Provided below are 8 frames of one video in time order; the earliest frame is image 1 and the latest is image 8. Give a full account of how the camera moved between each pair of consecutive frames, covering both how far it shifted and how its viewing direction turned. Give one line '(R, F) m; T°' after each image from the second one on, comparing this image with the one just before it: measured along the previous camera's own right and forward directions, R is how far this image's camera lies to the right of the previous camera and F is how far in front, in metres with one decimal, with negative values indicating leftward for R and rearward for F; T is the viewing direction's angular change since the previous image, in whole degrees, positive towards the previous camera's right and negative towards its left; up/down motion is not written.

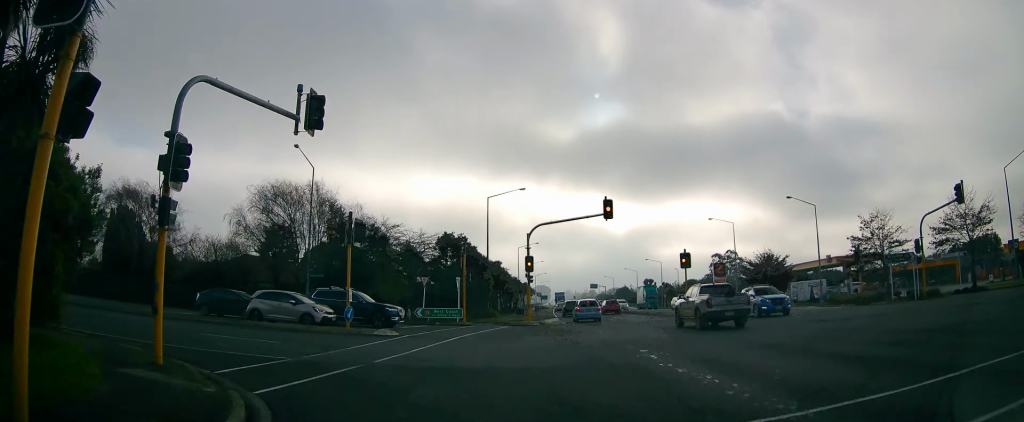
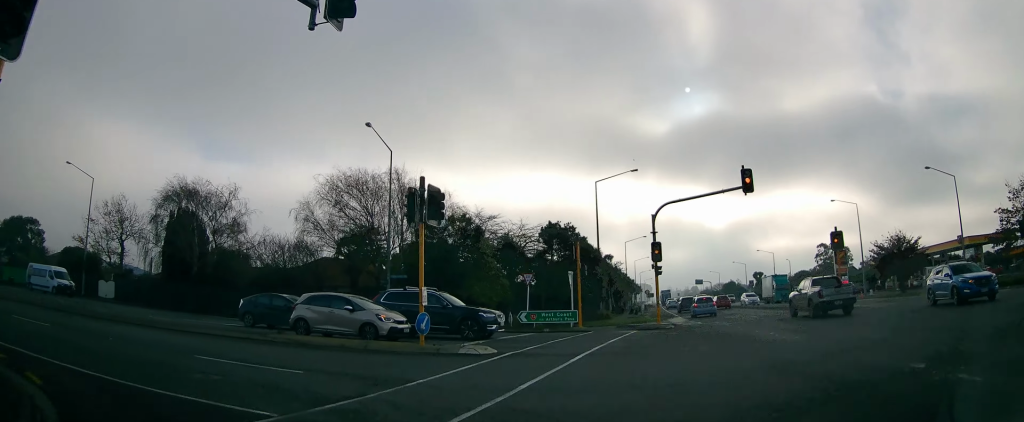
(-0.8, +6.8) m; -7°
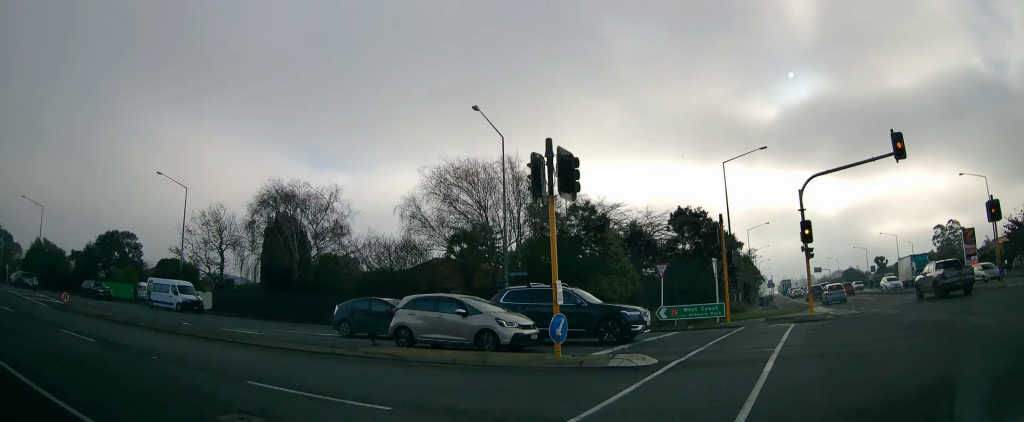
(-0.1, +4.0) m; -10°
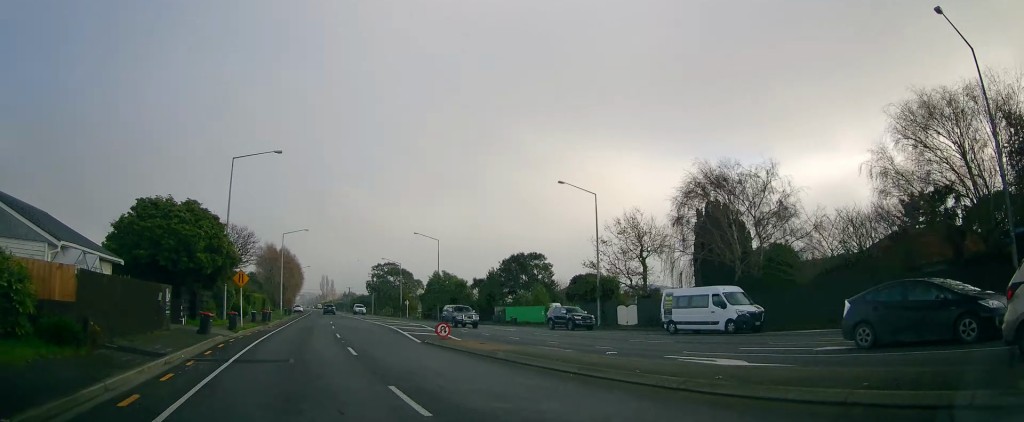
(-2.3, +8.0) m; -37°
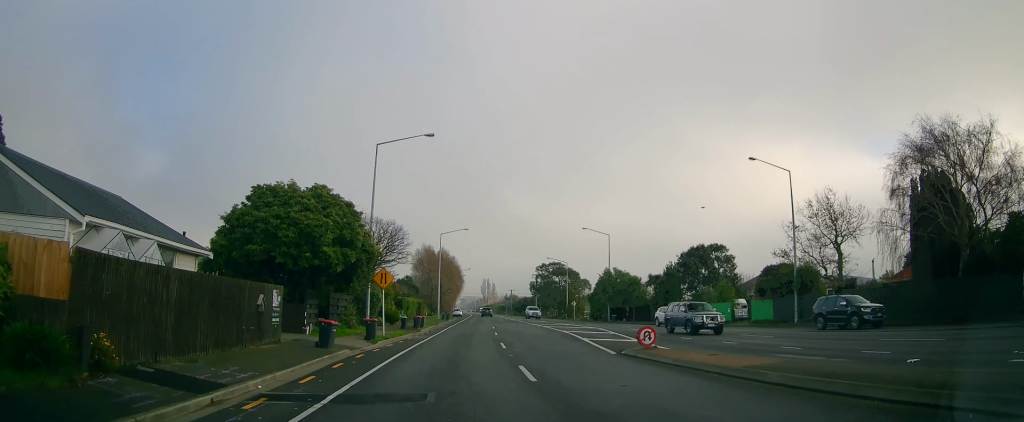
(-1.5, +6.7) m; -16°
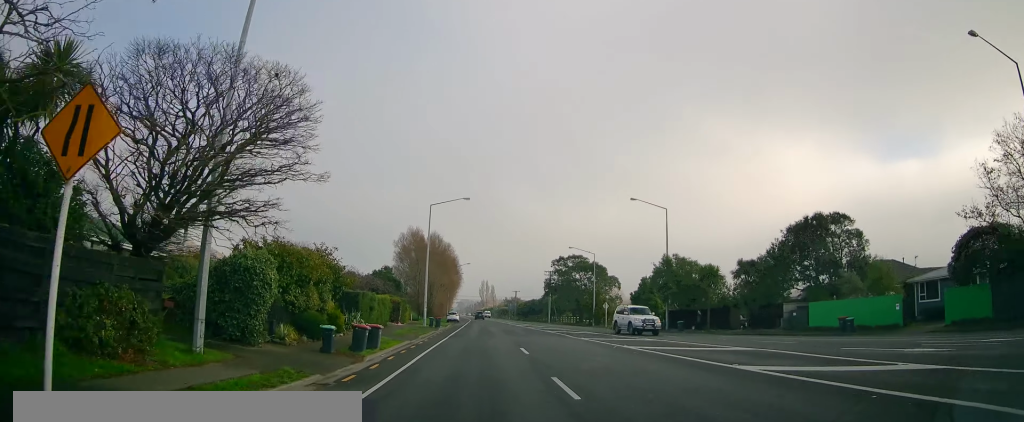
(-1.8, +22.3) m; -5°
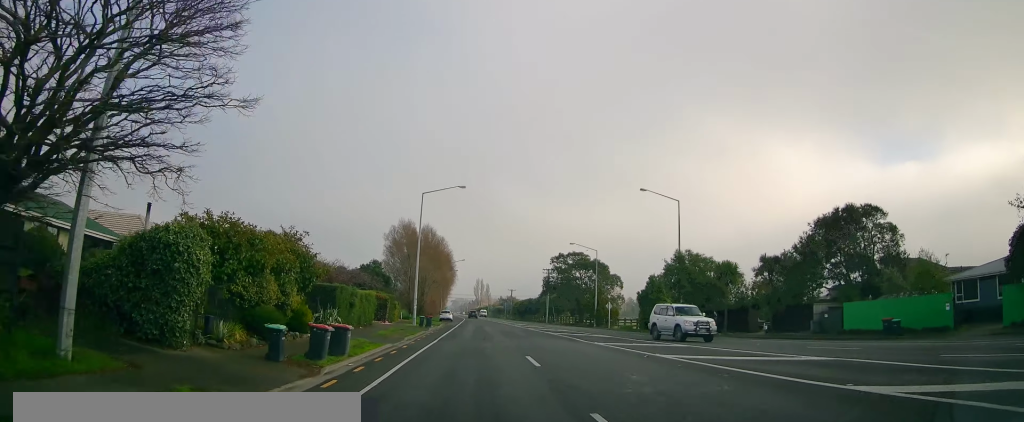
(0.0, +4.5) m; +1°
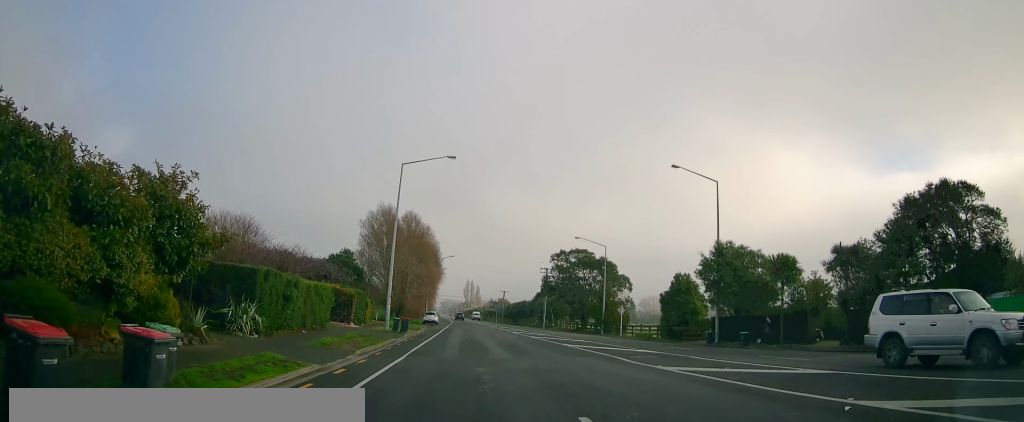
(+0.1, +9.6) m; +2°
